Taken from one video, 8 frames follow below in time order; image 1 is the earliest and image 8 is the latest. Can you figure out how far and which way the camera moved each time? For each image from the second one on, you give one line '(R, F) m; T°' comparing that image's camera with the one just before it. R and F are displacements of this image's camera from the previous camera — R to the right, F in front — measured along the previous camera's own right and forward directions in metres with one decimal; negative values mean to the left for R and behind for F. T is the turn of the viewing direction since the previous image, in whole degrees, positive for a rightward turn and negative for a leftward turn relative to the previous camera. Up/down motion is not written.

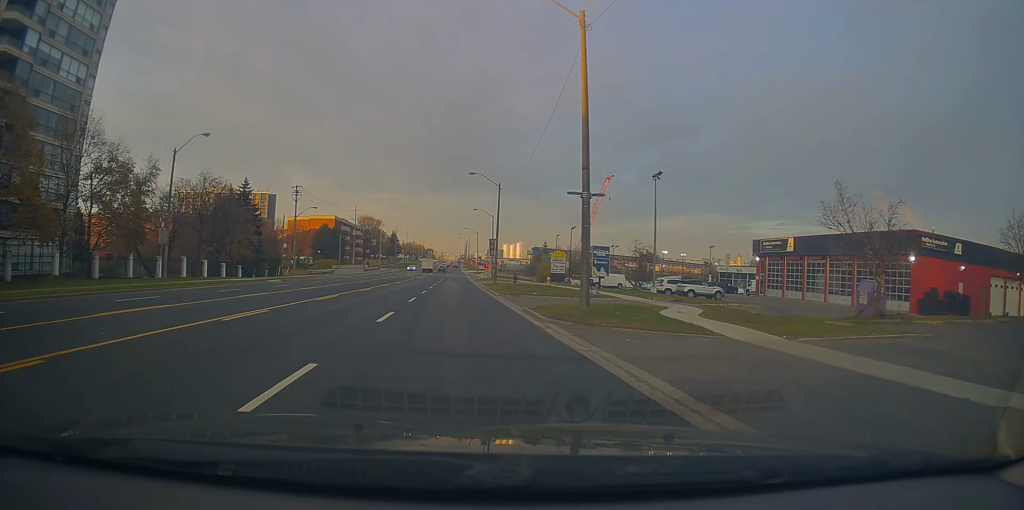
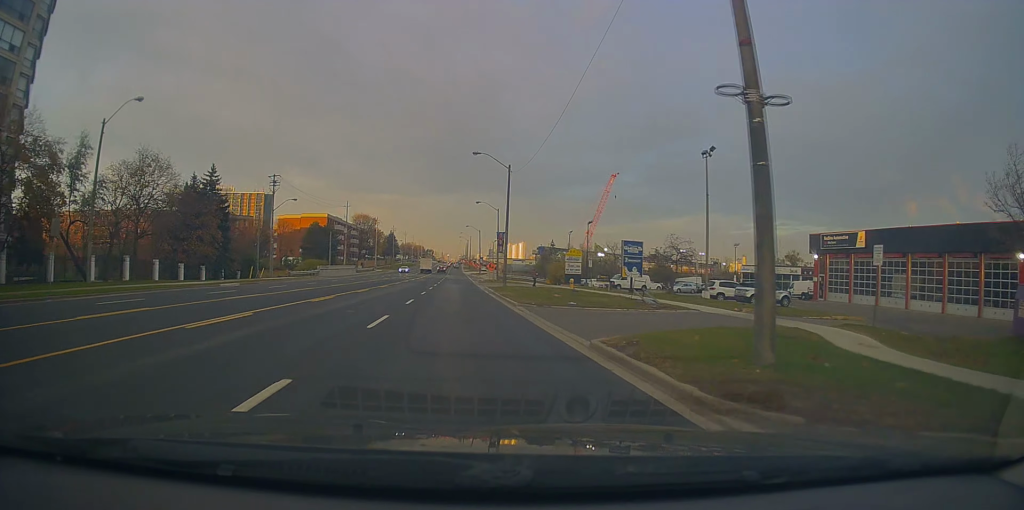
(-0.1, +9.3) m; +1°
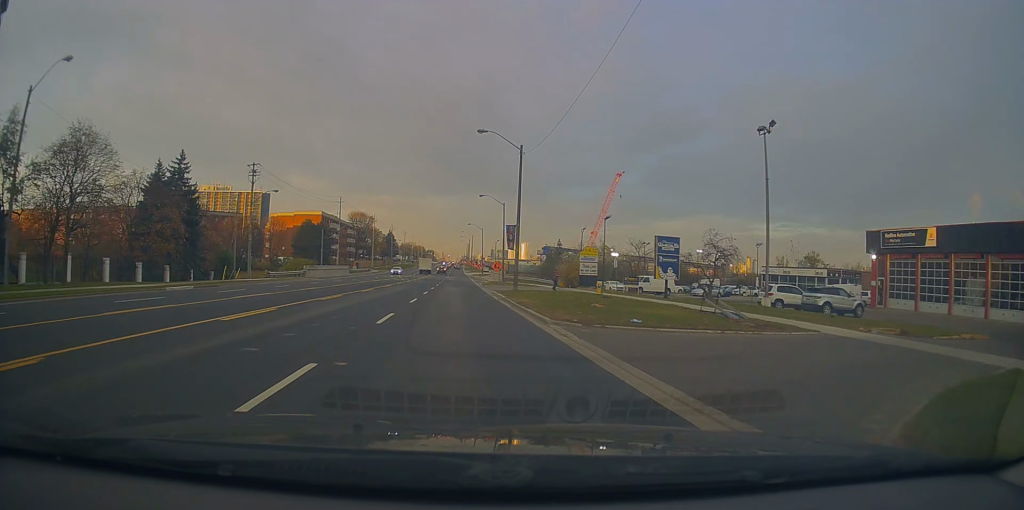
(+0.2, +8.0) m; +1°
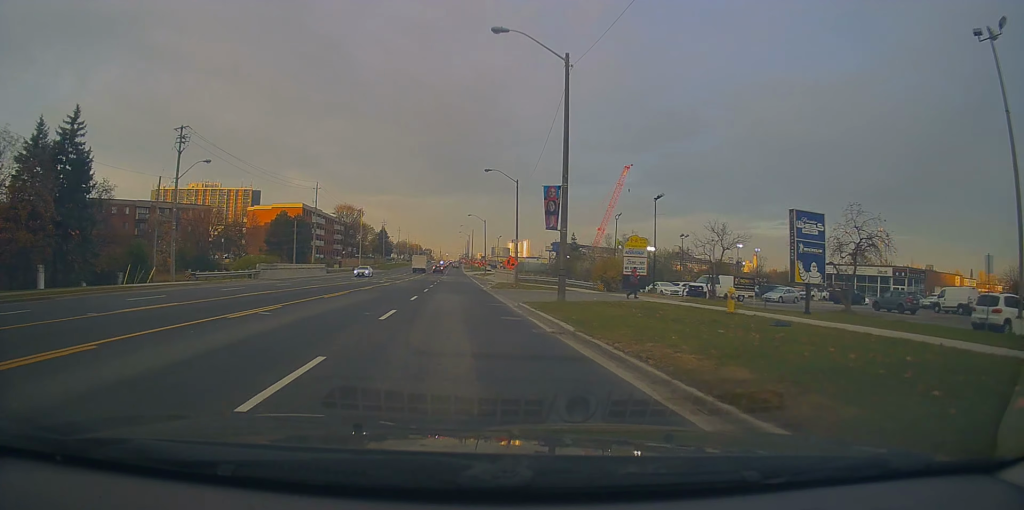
(+0.3, +17.1) m; 0°
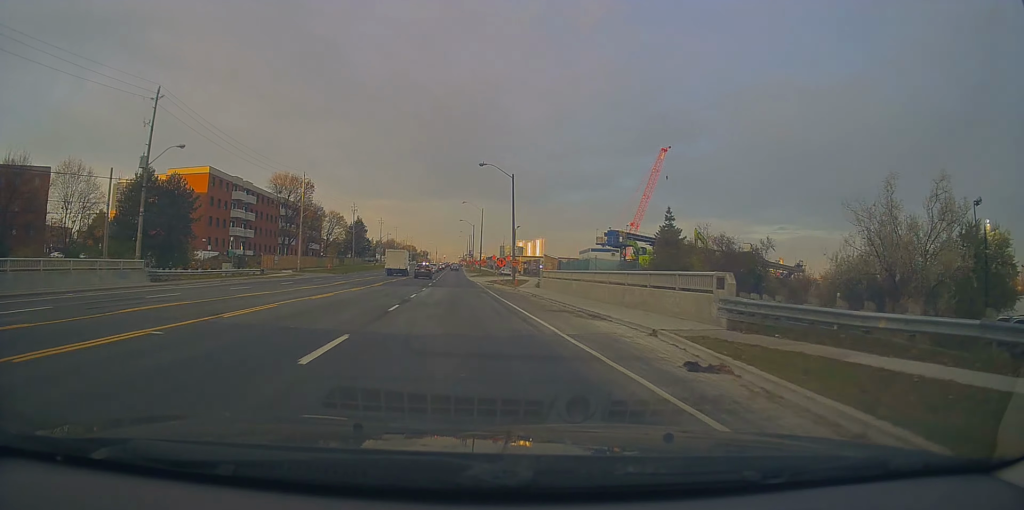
(-1.0, +52.4) m; -2°
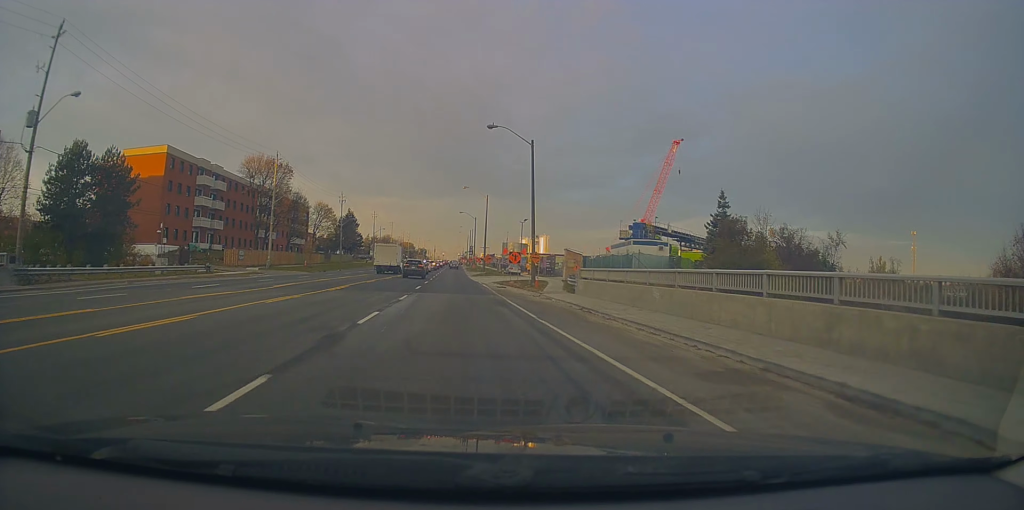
(-0.4, +13.6) m; 0°
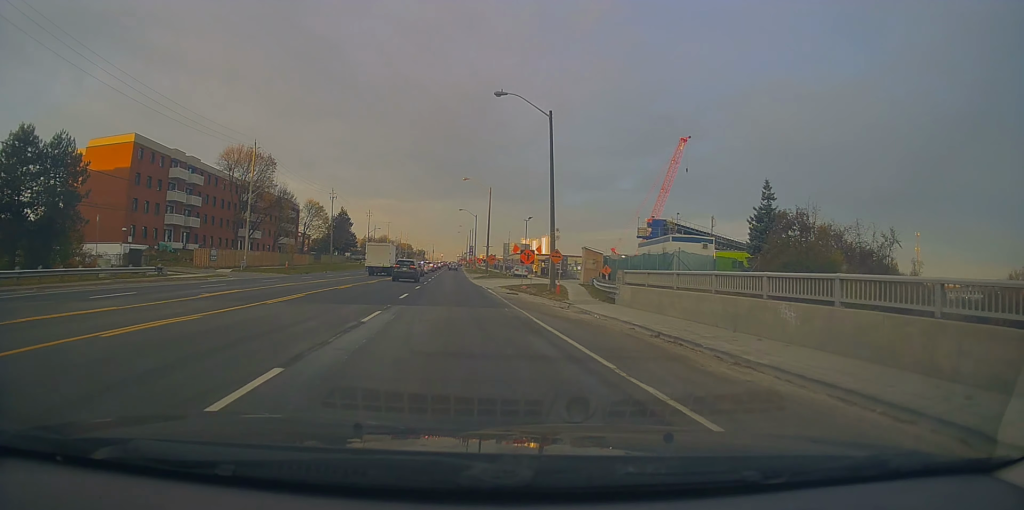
(+0.3, +8.5) m; 0°
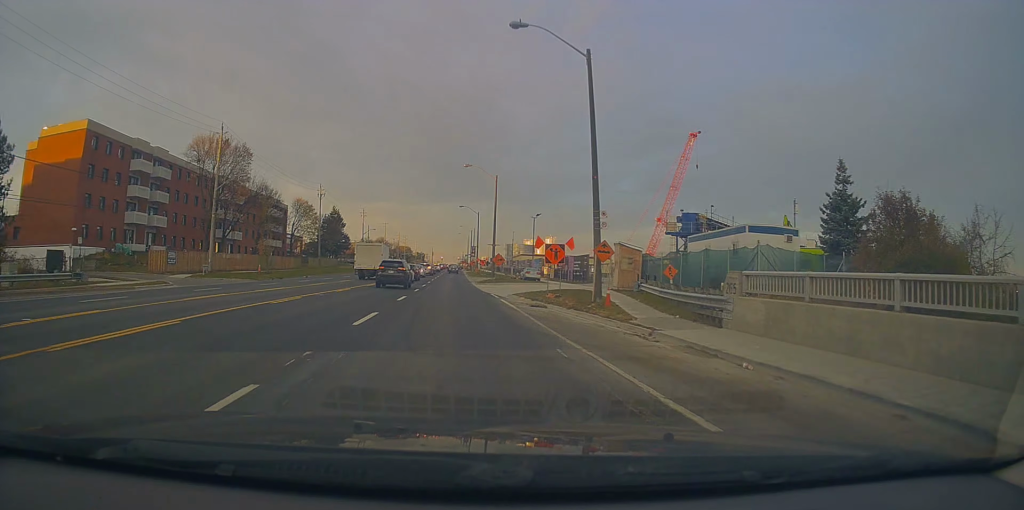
(+0.2, +9.7) m; 0°
